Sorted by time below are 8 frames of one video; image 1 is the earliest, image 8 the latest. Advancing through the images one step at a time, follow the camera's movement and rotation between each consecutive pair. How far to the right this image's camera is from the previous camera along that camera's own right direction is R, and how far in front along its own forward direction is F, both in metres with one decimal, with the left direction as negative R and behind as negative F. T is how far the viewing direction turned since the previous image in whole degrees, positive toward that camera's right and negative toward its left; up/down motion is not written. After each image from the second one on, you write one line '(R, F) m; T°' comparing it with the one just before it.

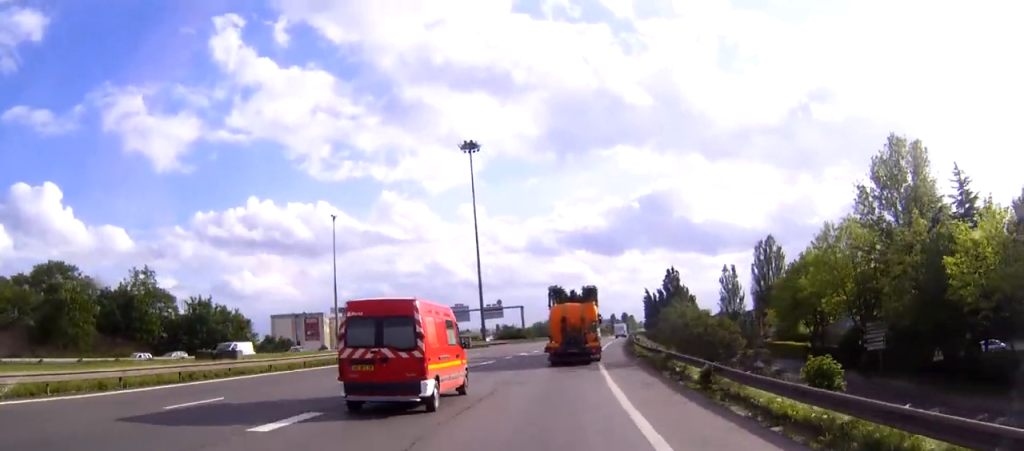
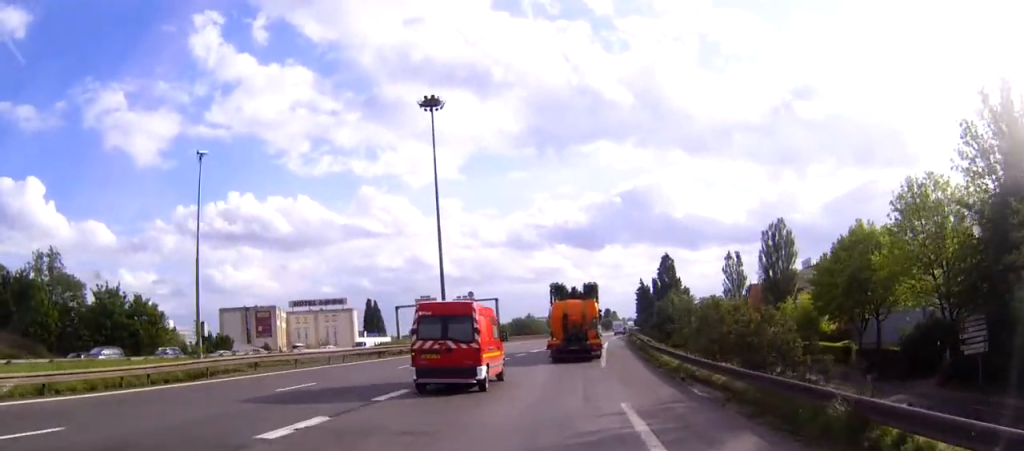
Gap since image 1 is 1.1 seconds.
(+0.2, +20.0) m; +1°
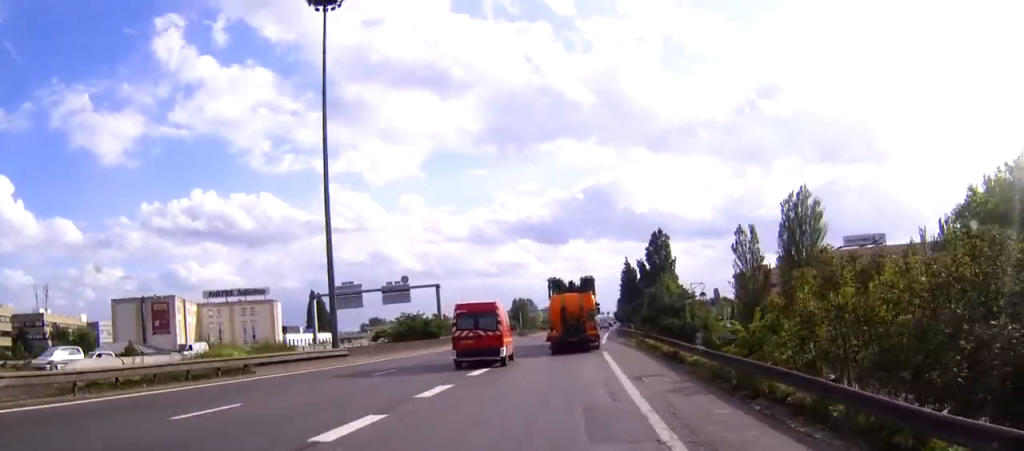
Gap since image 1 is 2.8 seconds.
(+0.8, +32.9) m; +3°
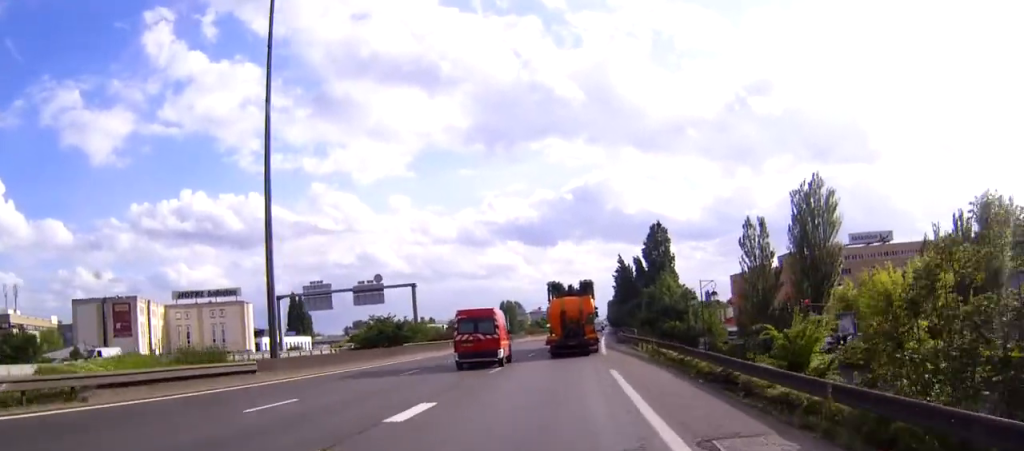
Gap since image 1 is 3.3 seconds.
(+0.1, +10.3) m; +1°
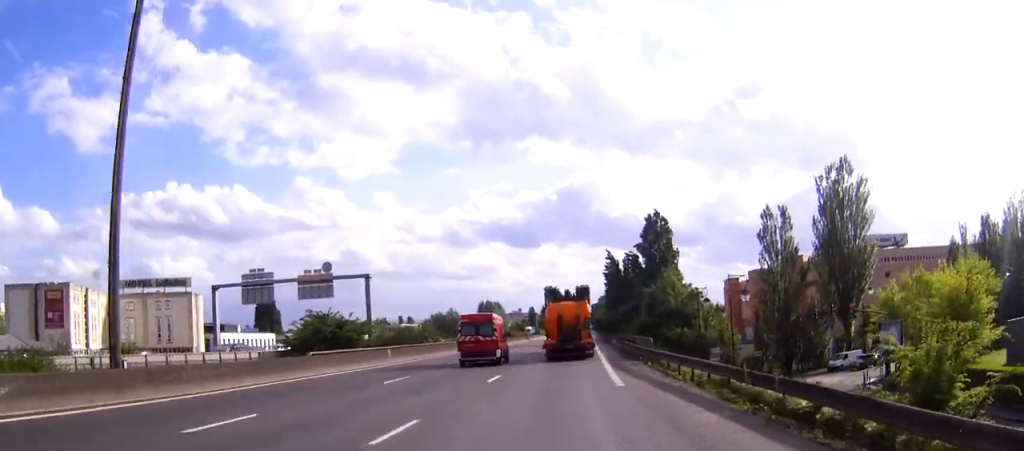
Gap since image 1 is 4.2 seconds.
(+0.2, +16.1) m; +1°
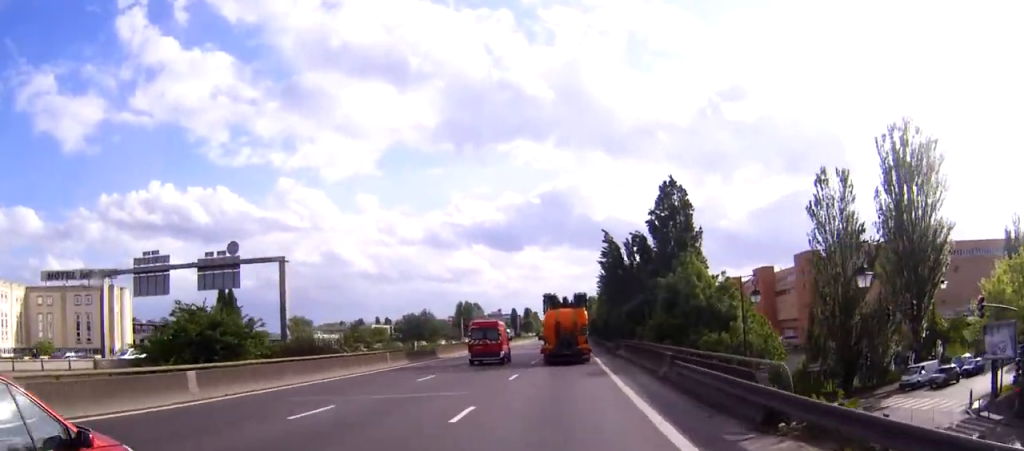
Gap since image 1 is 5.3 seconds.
(+0.3, +22.1) m; +1°
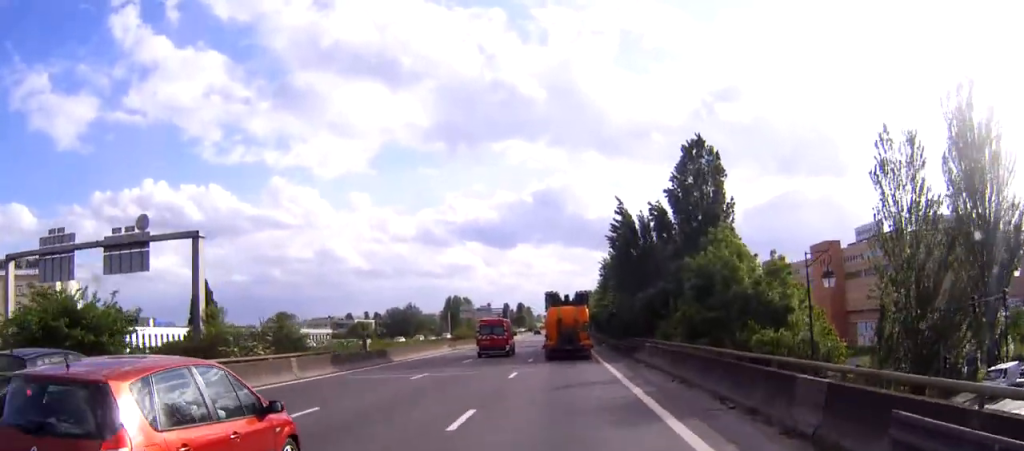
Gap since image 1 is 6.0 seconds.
(+0.1, +14.4) m; +1°
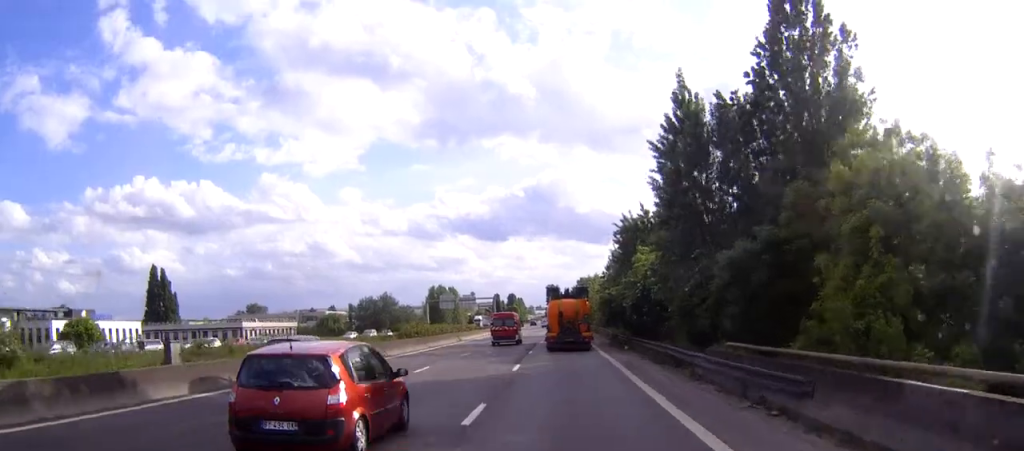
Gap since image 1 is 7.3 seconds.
(+0.1, +25.4) m; 0°
